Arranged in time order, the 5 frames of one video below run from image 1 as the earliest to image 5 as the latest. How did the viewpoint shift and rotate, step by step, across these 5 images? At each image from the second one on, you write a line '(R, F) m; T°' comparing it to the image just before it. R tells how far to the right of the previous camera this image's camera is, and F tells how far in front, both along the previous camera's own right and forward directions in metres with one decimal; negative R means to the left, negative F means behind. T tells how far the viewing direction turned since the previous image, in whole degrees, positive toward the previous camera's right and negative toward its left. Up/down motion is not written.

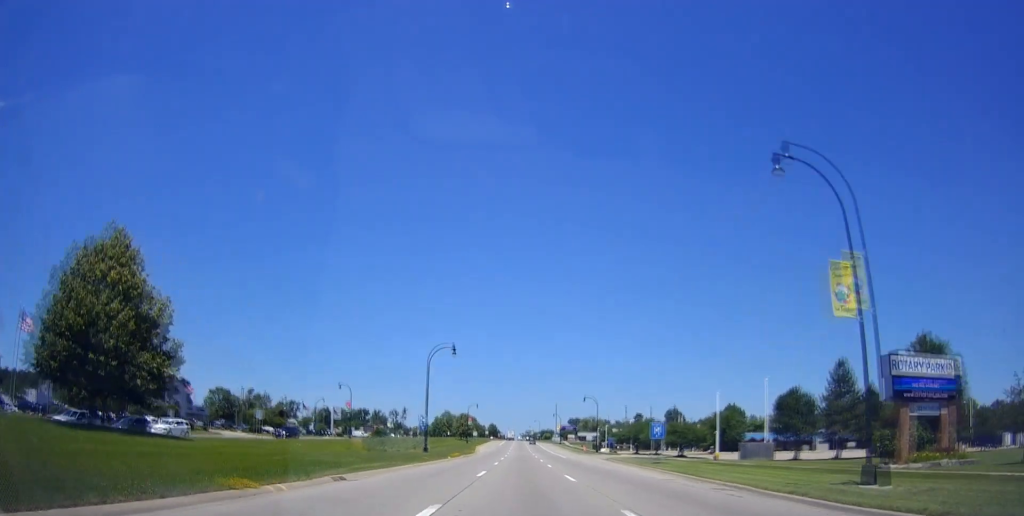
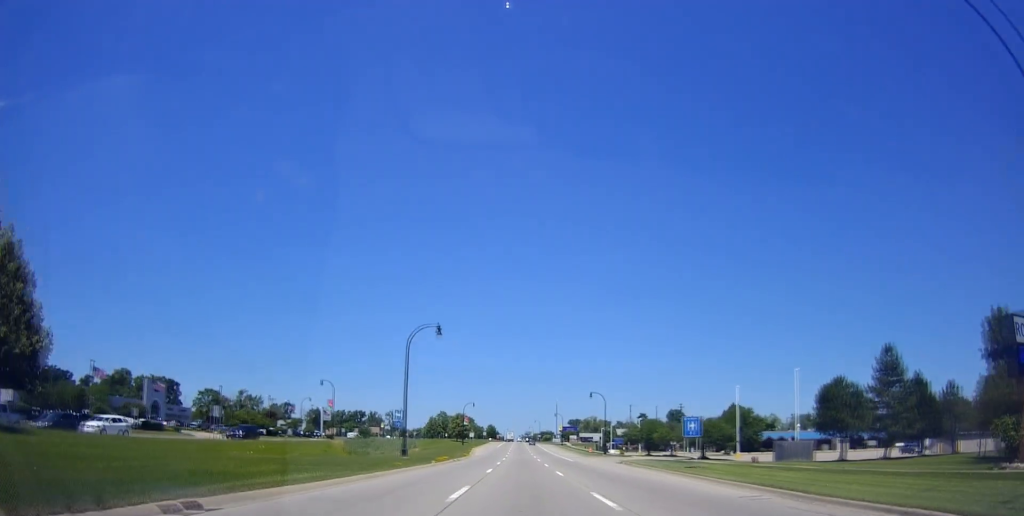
(+0.3, +9.4) m; +1°
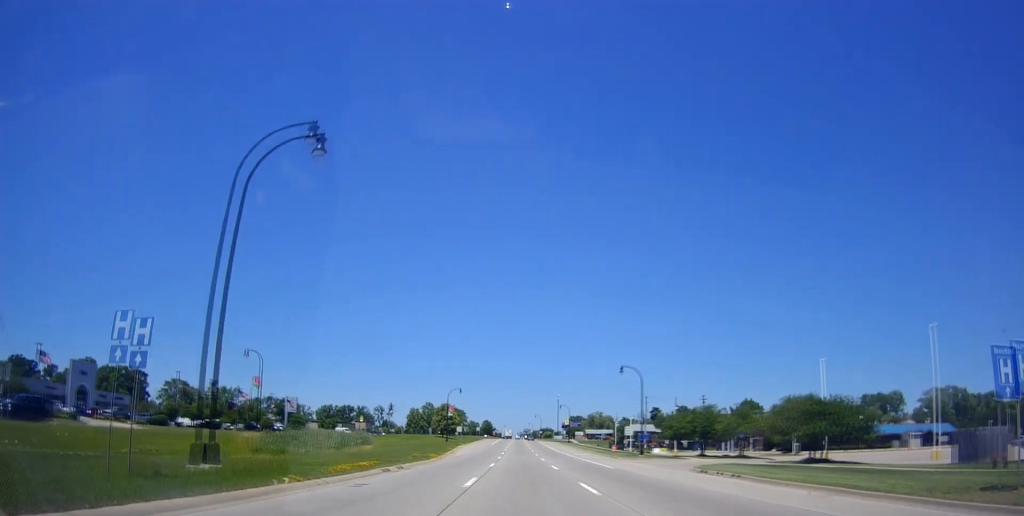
(+0.4, +26.9) m; +1°
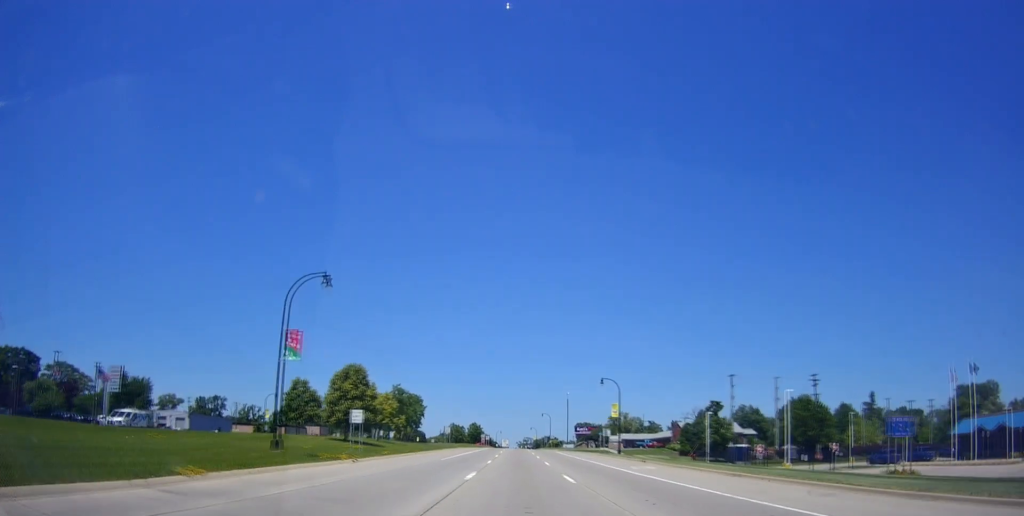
(-1.7, +72.2) m; 0°
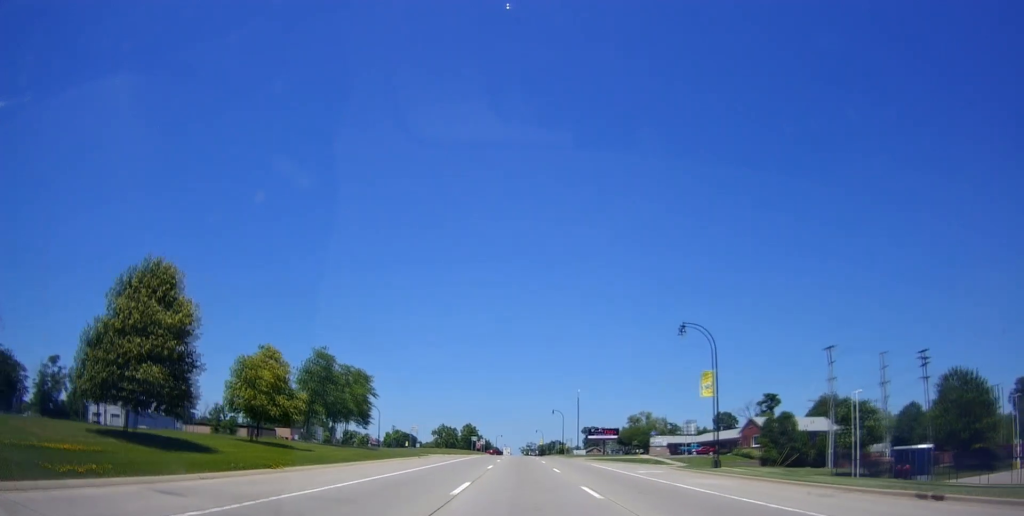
(0.0, +34.5) m; -1°
